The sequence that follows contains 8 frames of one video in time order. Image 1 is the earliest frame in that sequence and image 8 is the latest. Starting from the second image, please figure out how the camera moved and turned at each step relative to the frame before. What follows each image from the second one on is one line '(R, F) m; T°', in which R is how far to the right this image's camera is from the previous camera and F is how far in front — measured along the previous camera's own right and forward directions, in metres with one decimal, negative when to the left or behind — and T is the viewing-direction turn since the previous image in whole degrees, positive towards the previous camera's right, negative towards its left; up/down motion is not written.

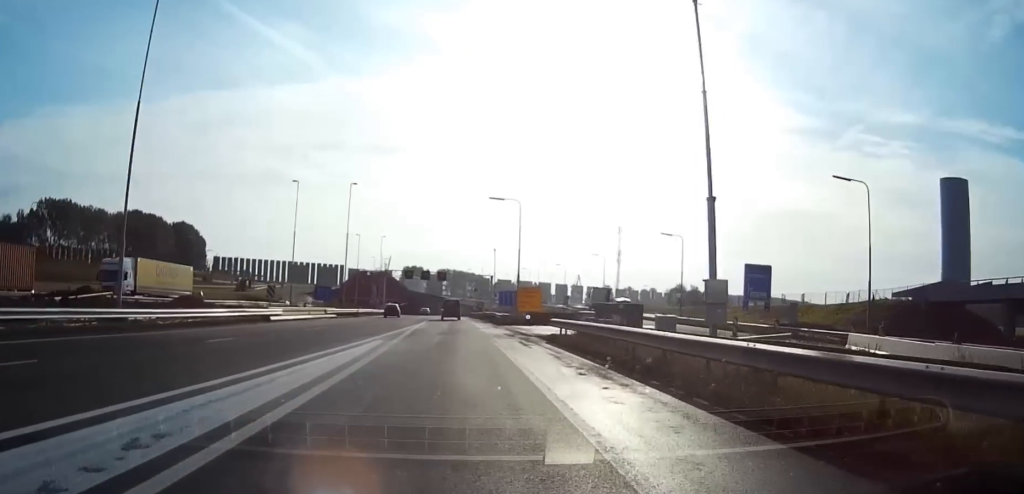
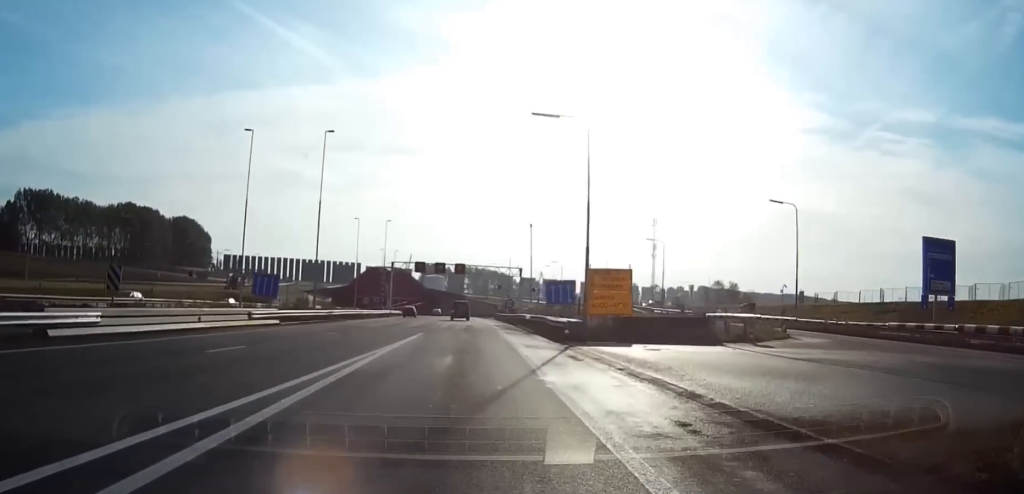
(-0.2, +28.2) m; -1°
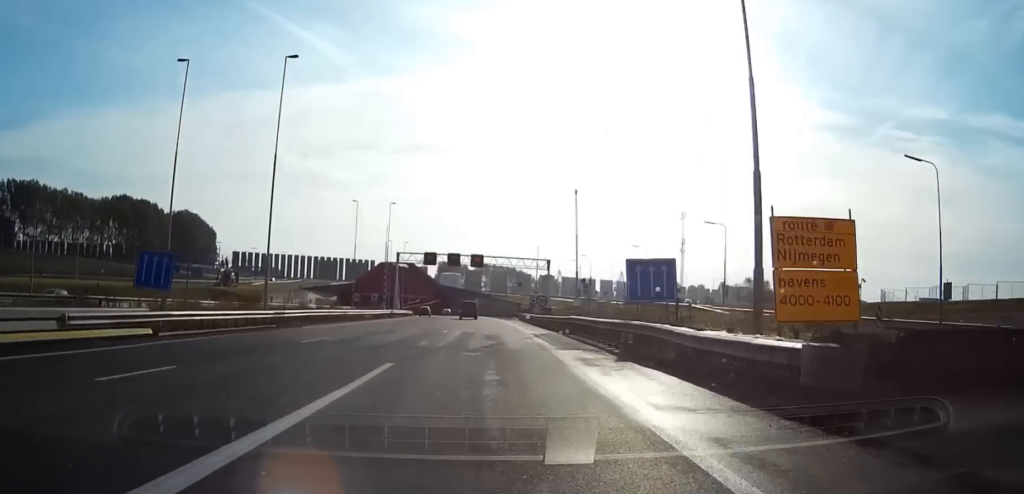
(-0.3, +19.9) m; -1°
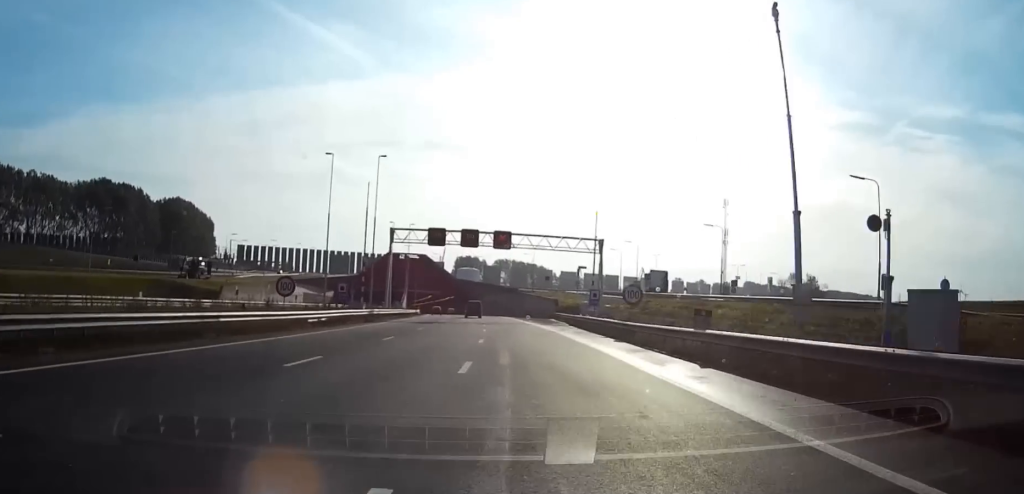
(-0.3, +32.3) m; -1°
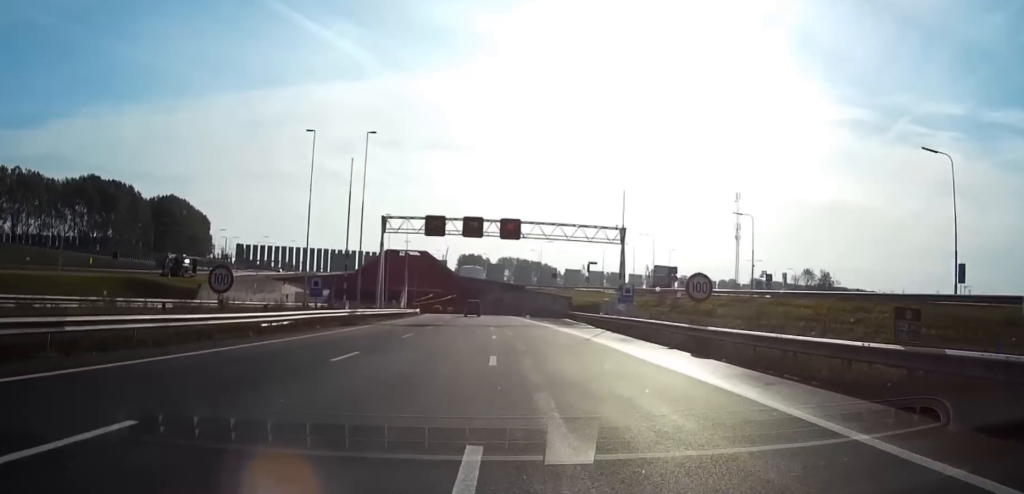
(-0.1, +10.4) m; 0°
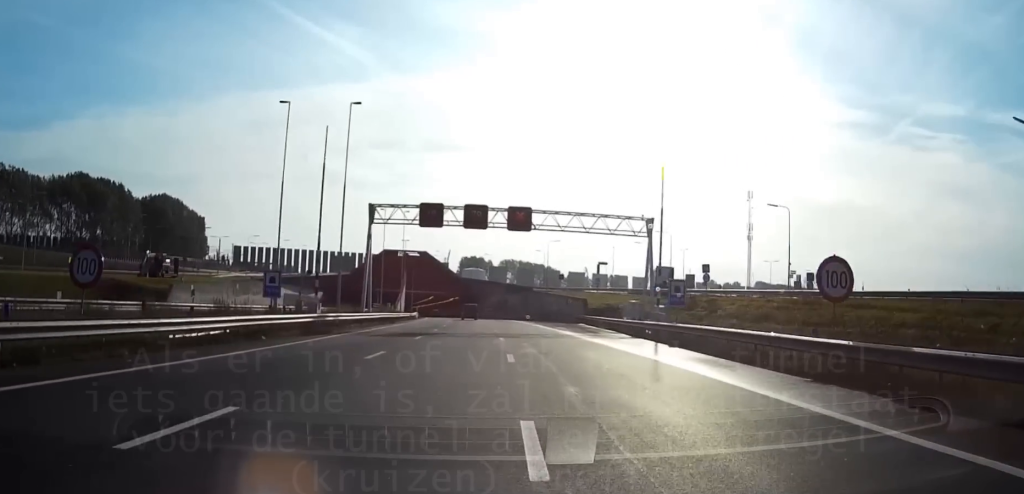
(-0.1, +10.4) m; 0°
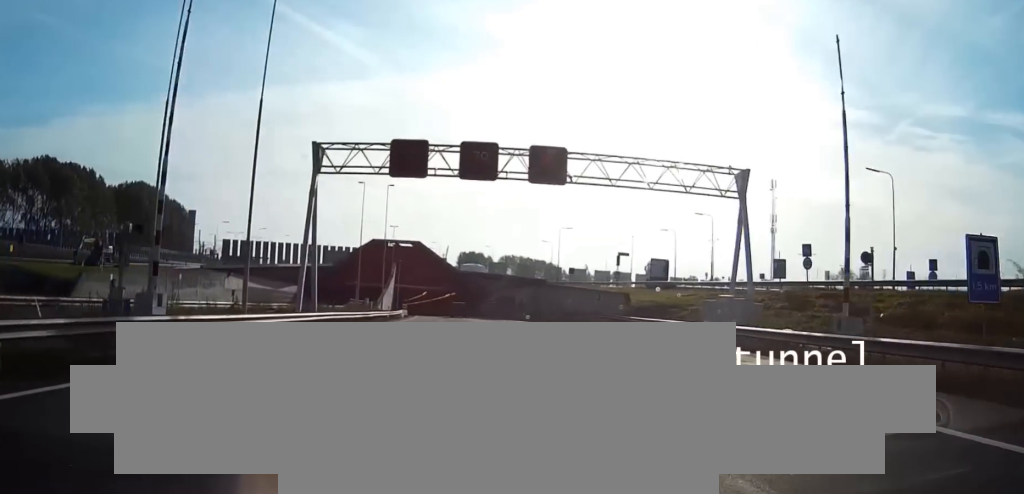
(0.0, +22.1) m; 0°
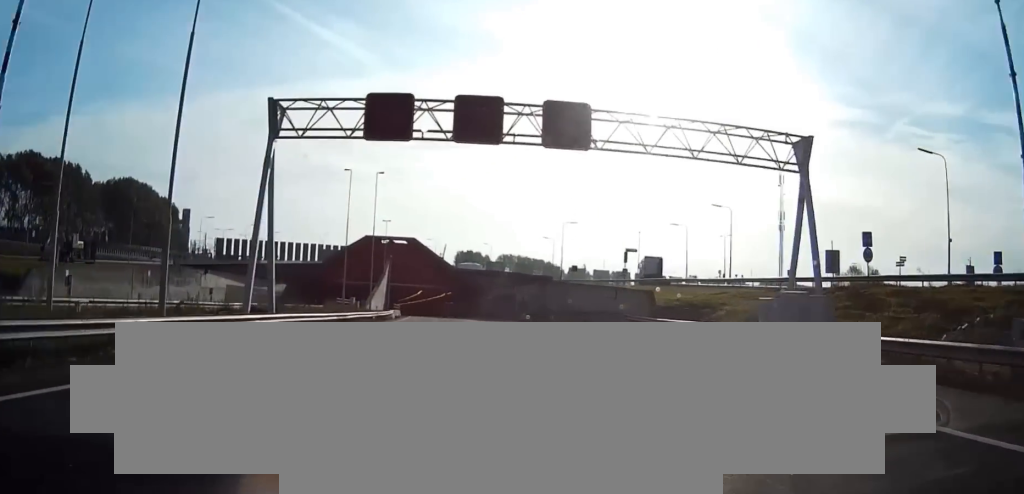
(0.0, +8.5) m; 0°
